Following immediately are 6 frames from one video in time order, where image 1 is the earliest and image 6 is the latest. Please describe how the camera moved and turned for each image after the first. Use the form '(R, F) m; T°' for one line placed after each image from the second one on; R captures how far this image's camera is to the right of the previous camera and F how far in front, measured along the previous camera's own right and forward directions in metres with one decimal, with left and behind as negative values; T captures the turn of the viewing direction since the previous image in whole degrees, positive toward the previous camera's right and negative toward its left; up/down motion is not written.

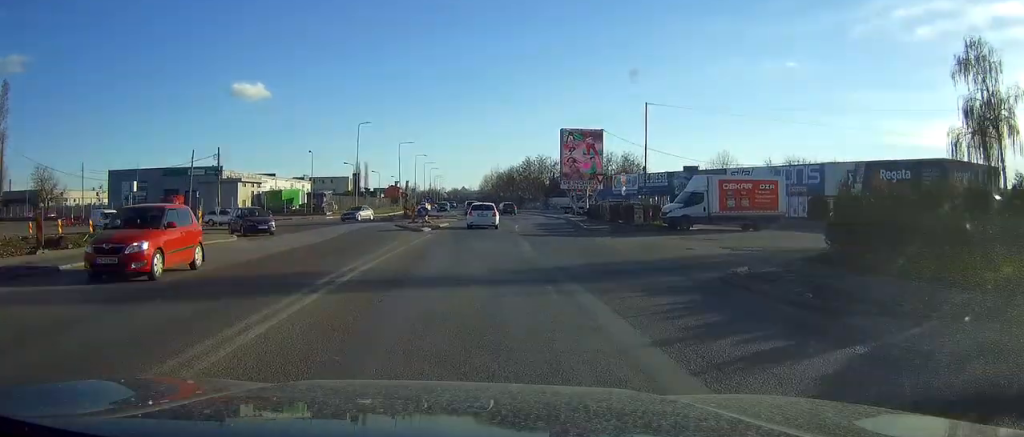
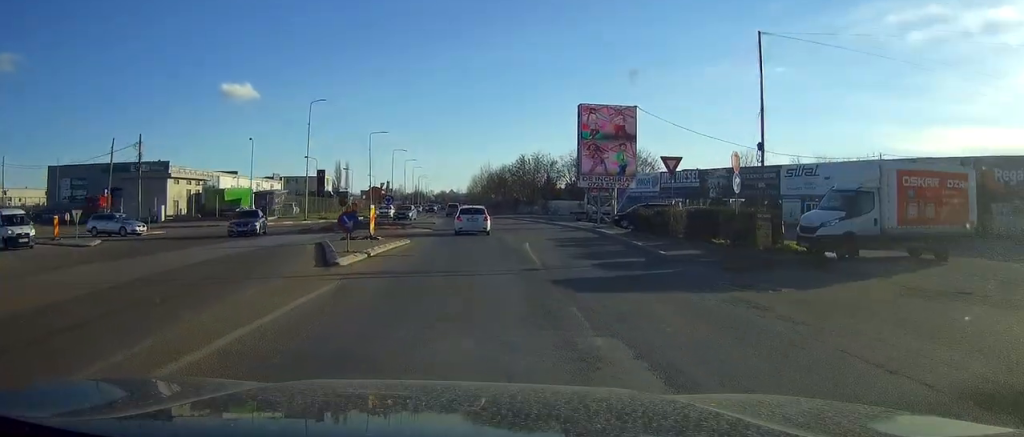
(0.0, +19.3) m; 0°
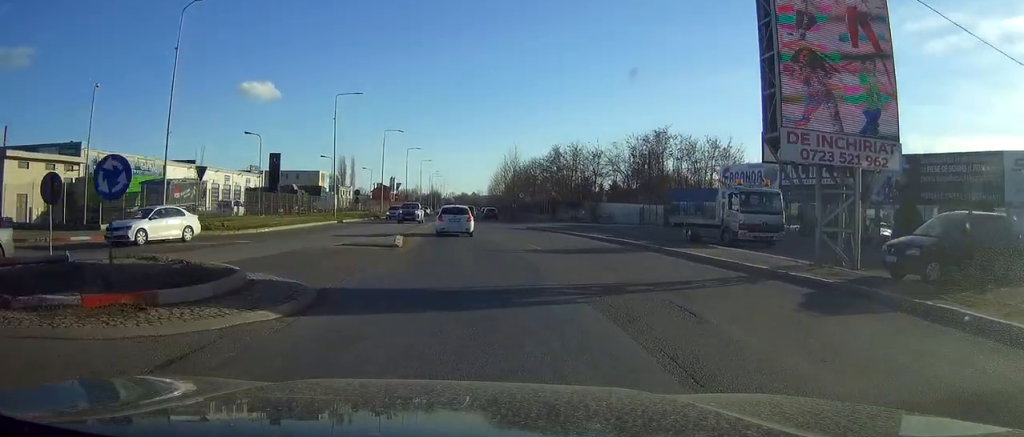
(-0.1, +31.9) m; -2°
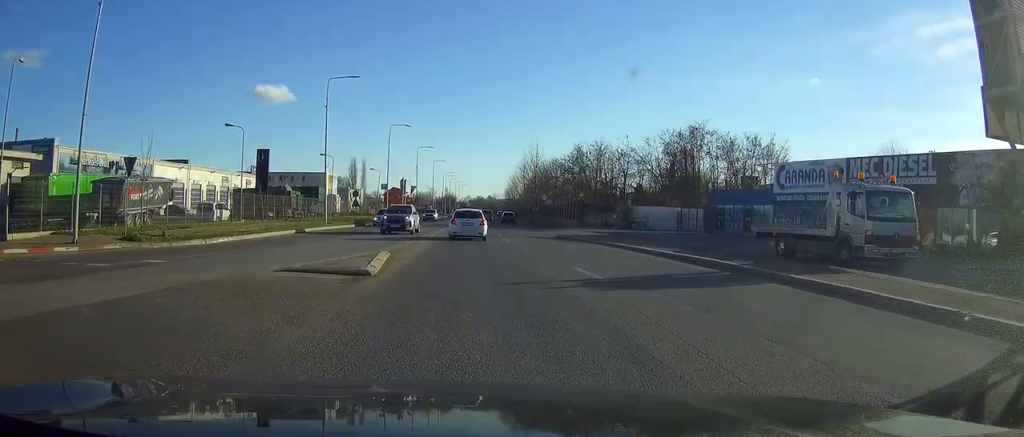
(-0.1, +9.2) m; -1°
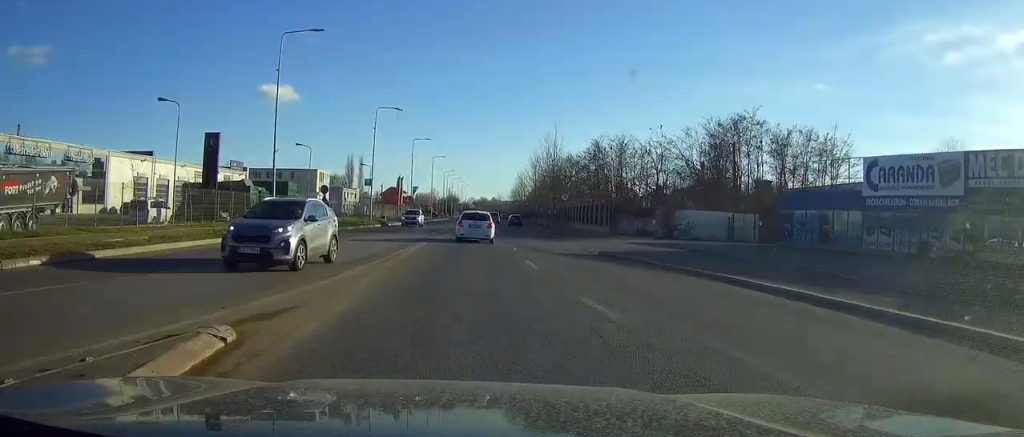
(-0.1, +13.3) m; 0°
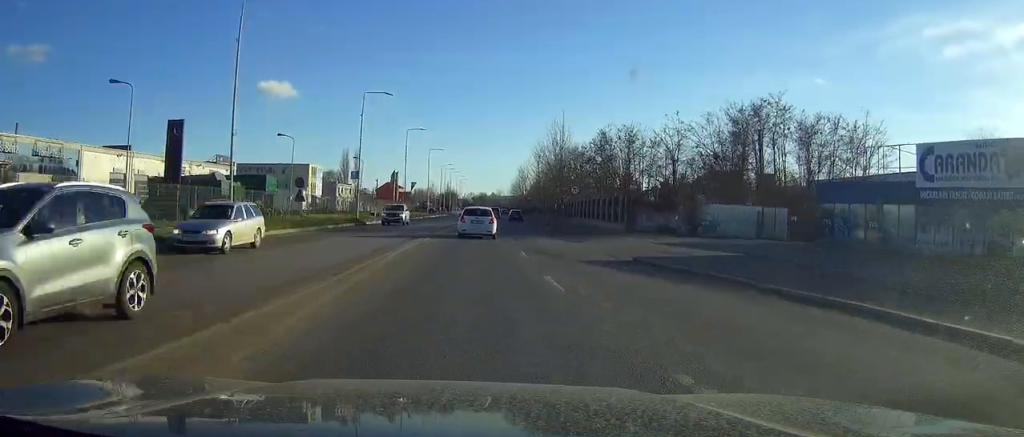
(-0.1, +6.3) m; 0°
